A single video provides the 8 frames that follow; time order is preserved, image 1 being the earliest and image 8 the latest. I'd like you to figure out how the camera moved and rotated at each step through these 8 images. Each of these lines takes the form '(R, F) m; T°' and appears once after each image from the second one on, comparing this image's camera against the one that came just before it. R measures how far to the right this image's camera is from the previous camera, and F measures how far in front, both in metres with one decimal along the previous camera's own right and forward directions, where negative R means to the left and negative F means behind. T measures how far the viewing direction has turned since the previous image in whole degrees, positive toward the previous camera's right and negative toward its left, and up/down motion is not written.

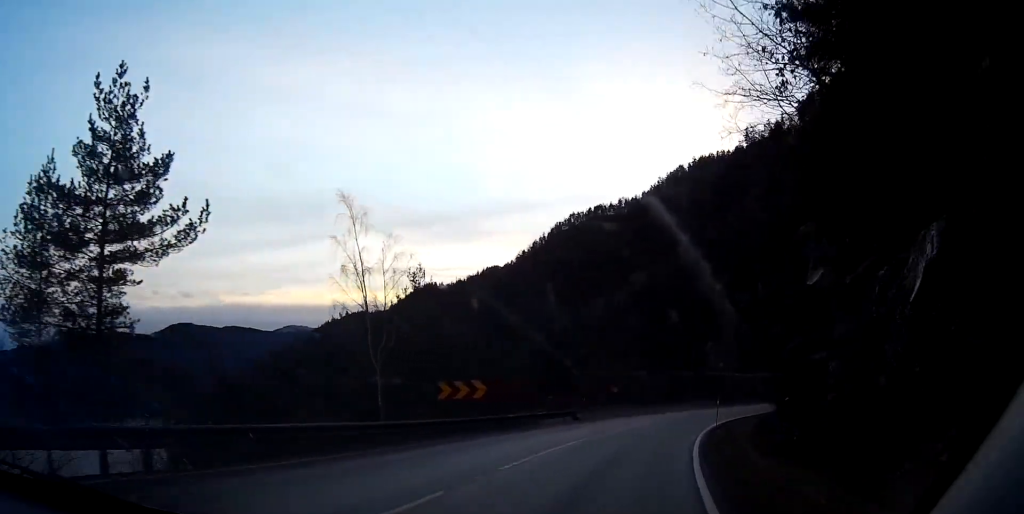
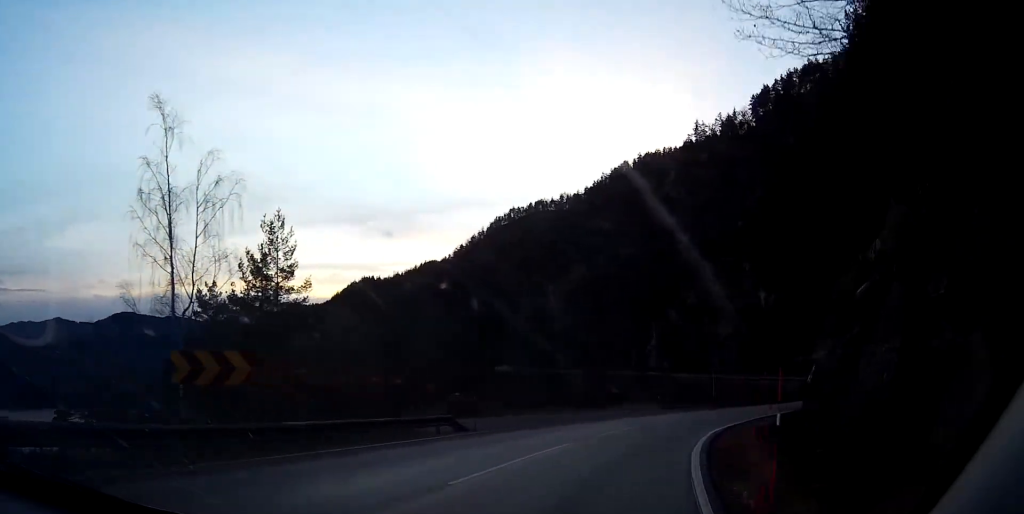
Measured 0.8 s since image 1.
(+0.3, +14.3) m; +5°
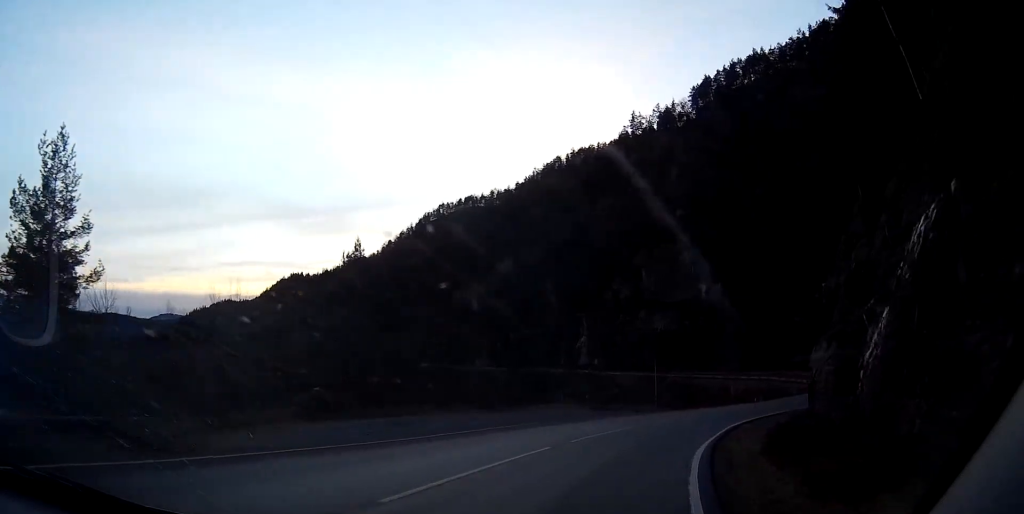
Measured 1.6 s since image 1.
(+0.7, +13.7) m; +5°
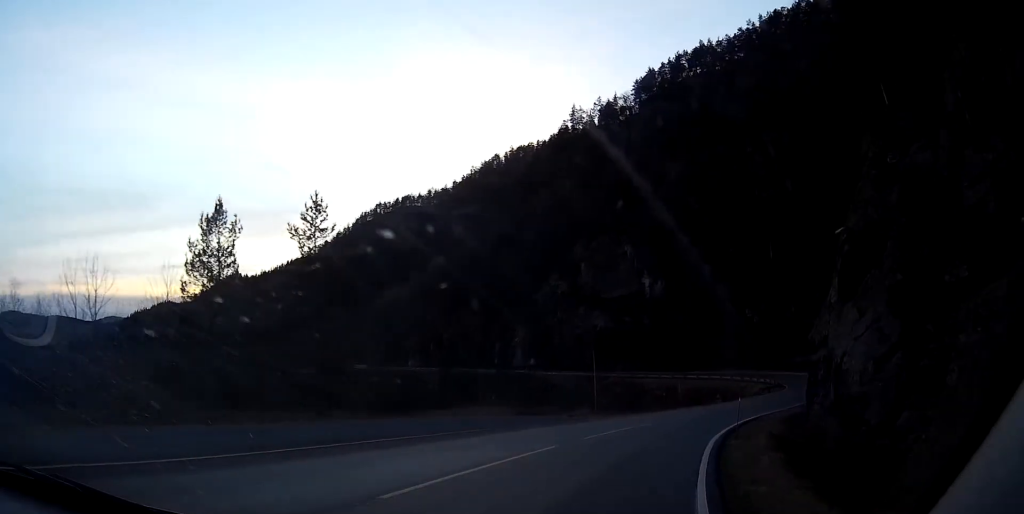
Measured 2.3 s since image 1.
(+0.4, +10.8) m; +3°
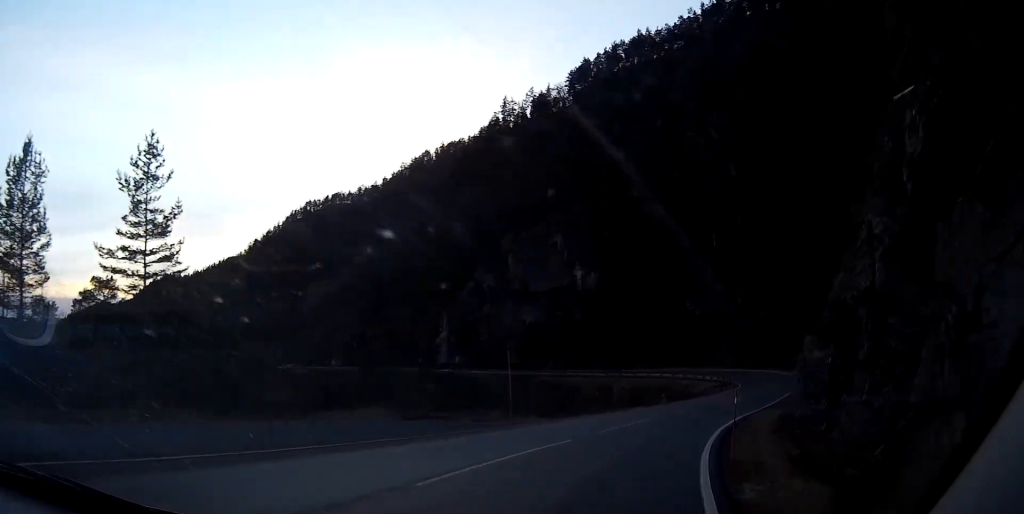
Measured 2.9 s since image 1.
(+0.2, +10.7) m; +3°
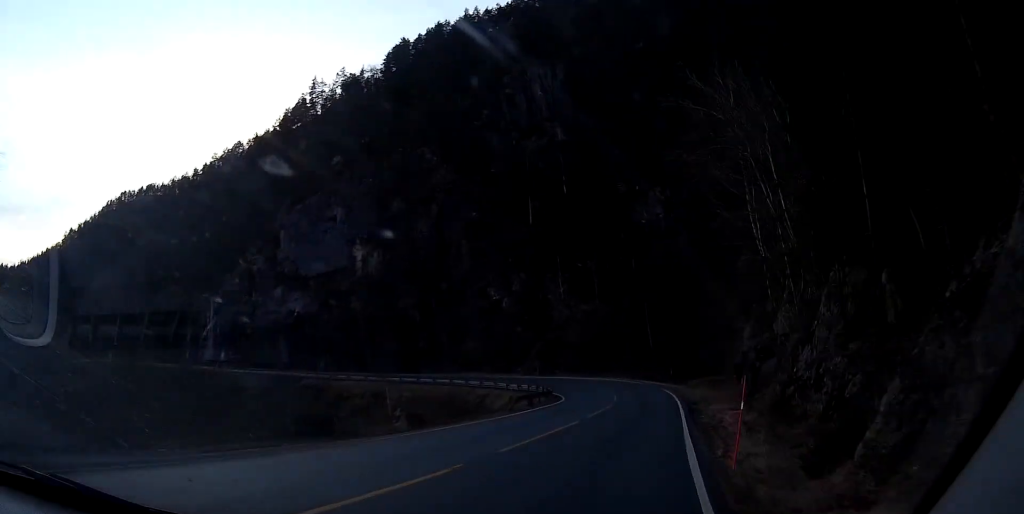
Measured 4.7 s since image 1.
(+3.7, +29.4) m; +14°
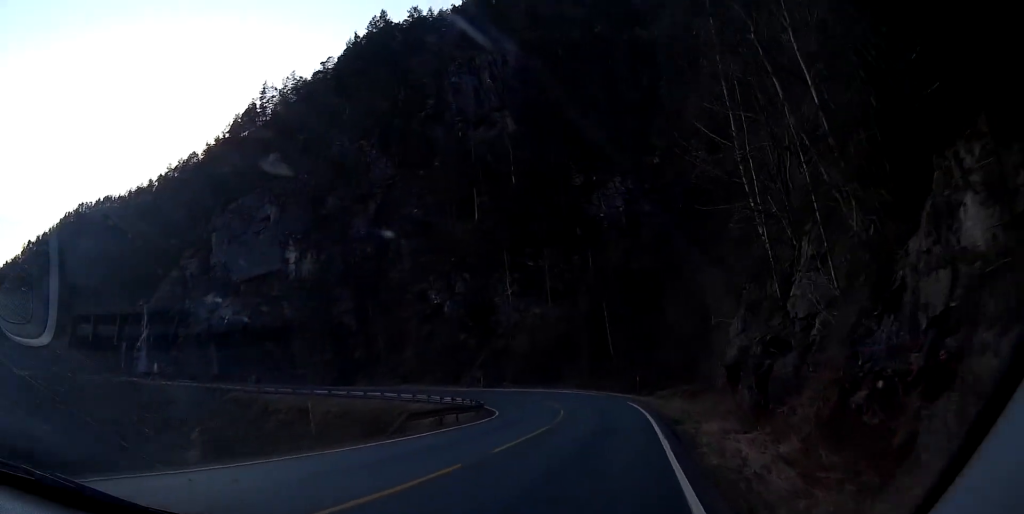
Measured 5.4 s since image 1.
(+0.1, +10.9) m; 0°
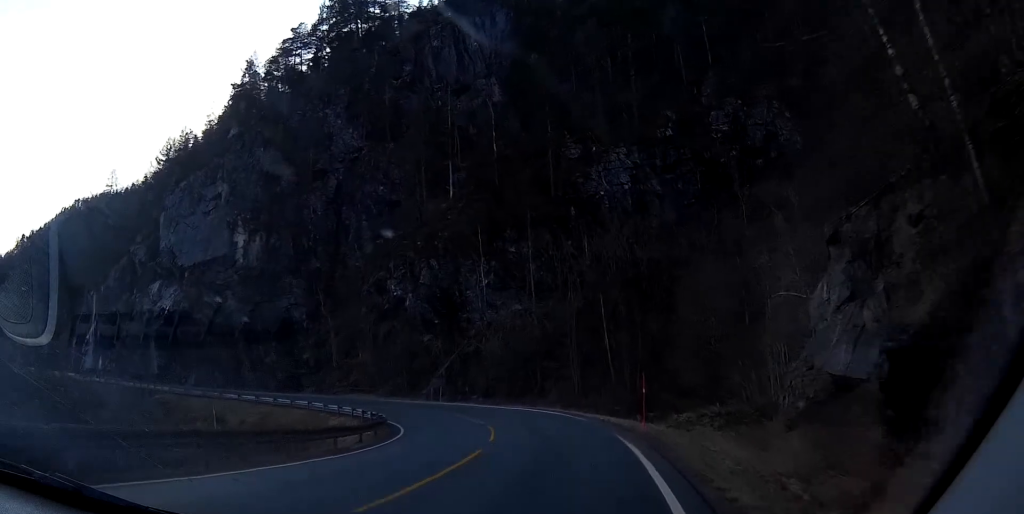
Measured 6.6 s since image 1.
(-0.2, +17.8) m; -1°
